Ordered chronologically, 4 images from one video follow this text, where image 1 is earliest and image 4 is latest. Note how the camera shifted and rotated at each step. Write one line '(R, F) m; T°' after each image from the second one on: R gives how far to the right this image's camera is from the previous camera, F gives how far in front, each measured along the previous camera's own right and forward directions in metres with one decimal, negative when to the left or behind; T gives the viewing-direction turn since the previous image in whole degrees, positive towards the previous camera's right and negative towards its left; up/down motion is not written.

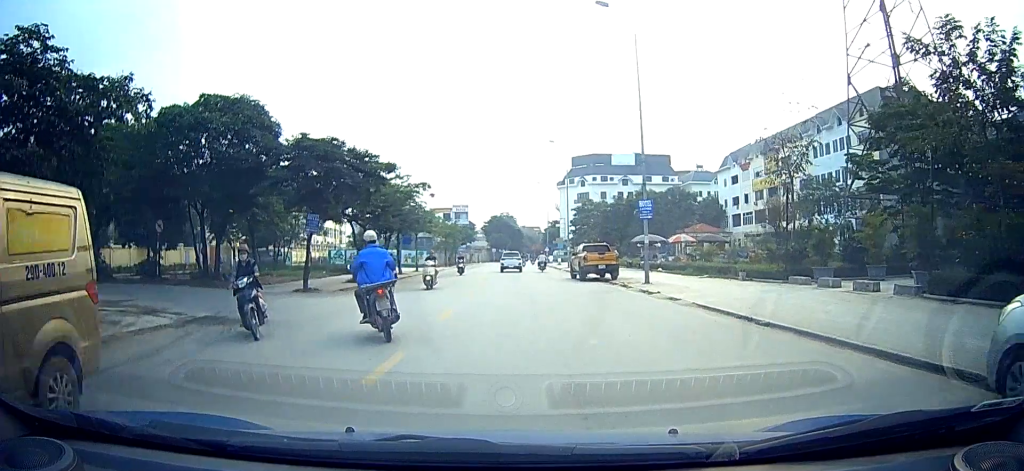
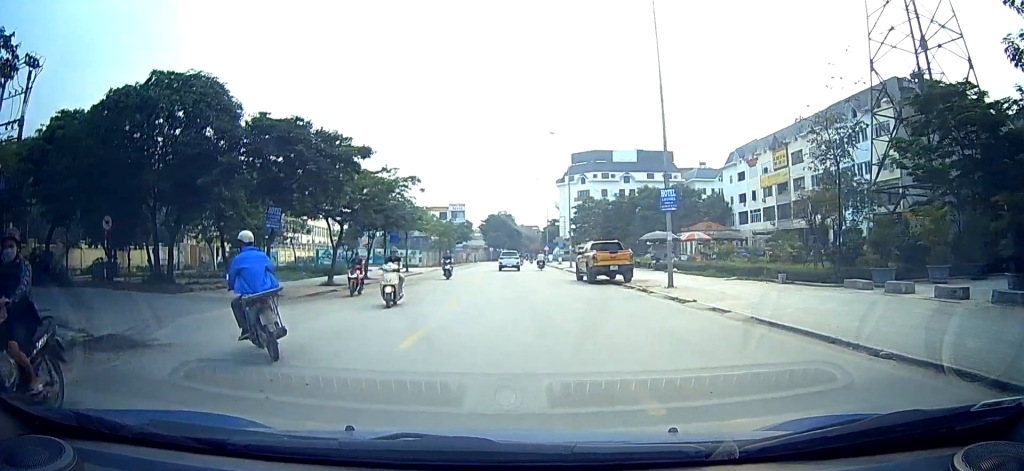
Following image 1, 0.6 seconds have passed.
(0.0, +5.1) m; 0°
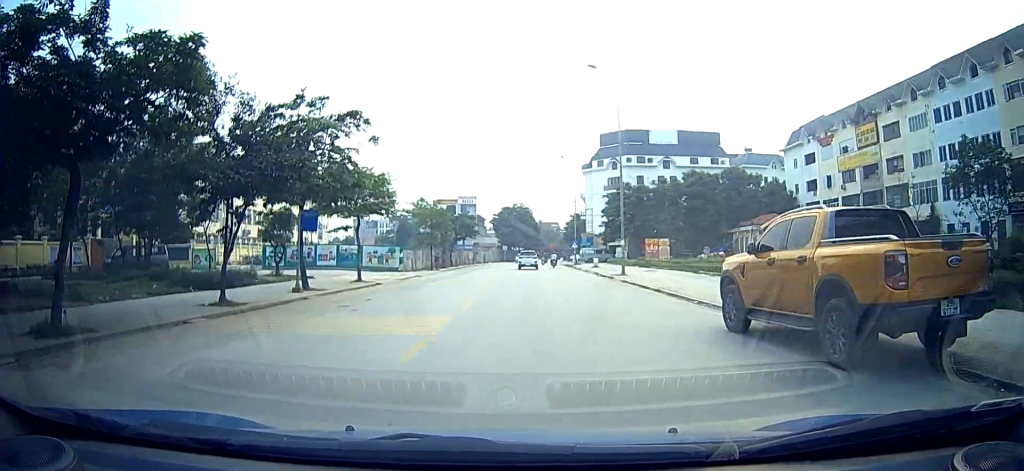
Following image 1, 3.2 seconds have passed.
(+1.0, +23.5) m; -6°
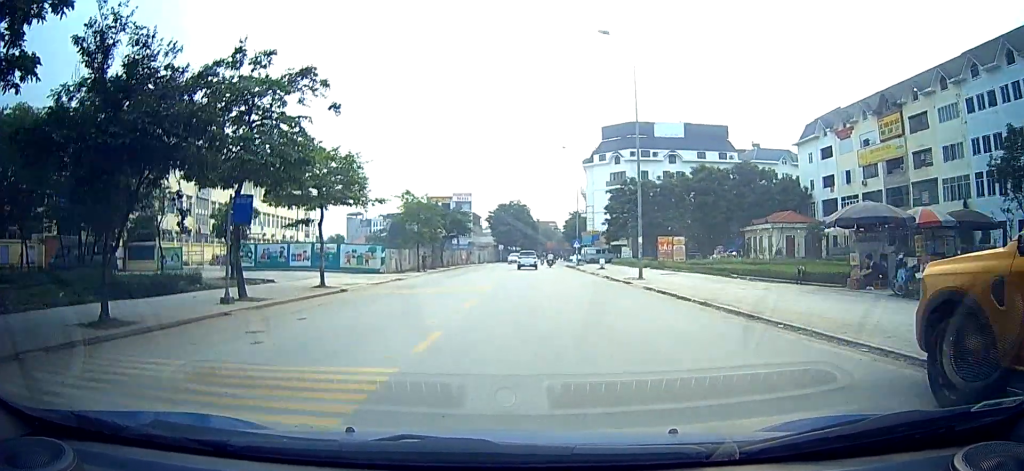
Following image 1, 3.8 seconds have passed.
(-0.4, +5.6) m; -3°
